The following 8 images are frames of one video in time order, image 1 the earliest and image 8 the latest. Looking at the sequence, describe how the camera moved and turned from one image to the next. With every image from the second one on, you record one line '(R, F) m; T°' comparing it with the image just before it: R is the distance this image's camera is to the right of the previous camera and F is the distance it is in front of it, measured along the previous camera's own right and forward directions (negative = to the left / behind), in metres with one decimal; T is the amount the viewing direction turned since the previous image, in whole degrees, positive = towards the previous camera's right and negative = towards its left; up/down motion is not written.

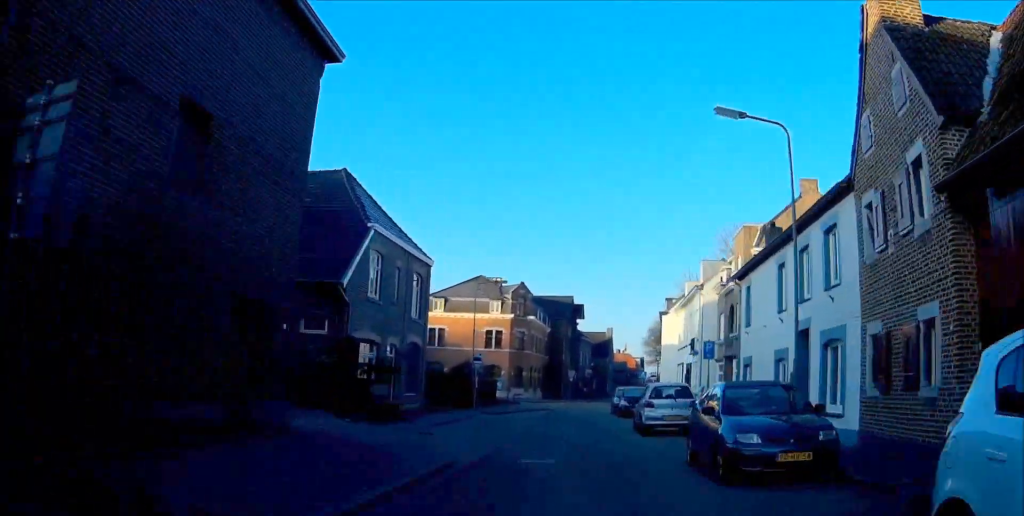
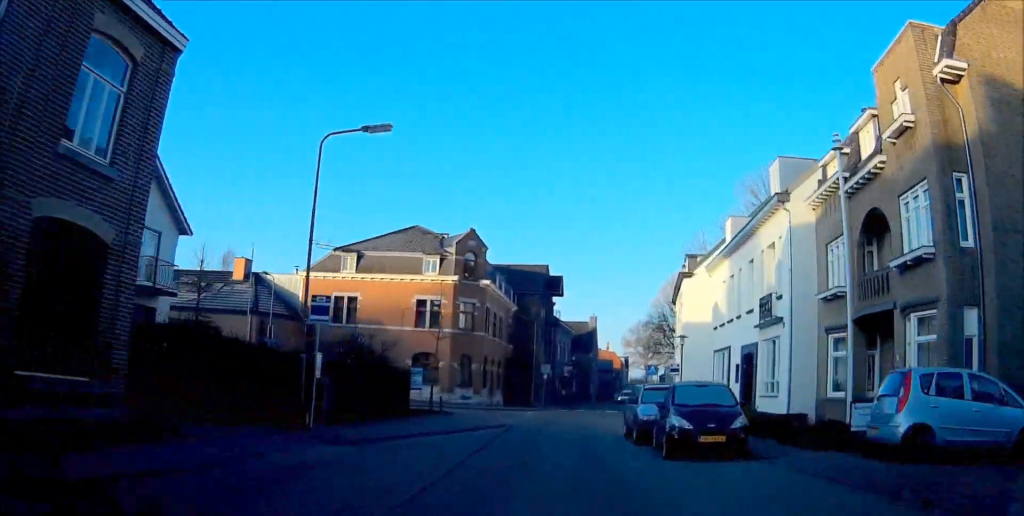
(+0.5, +20.5) m; +4°
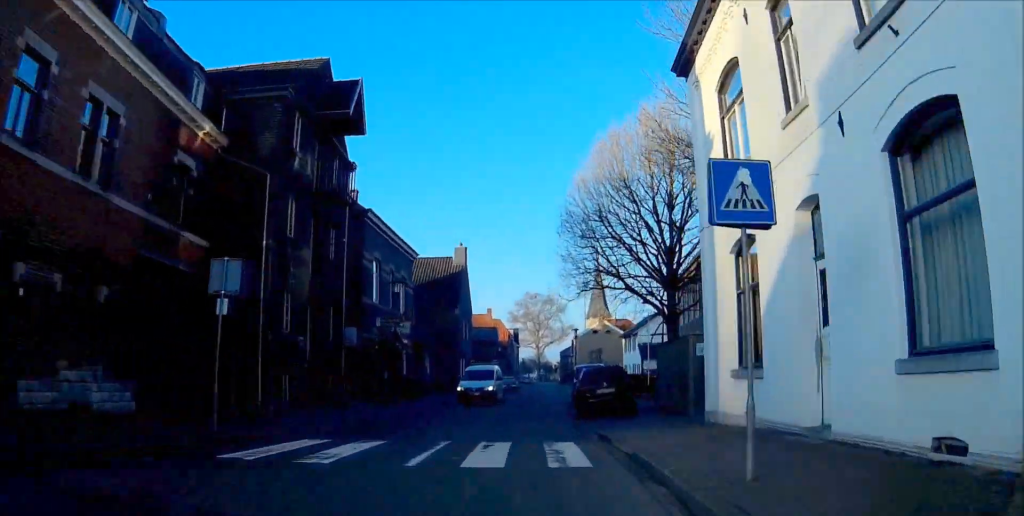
(+1.0, +35.8) m; +1°
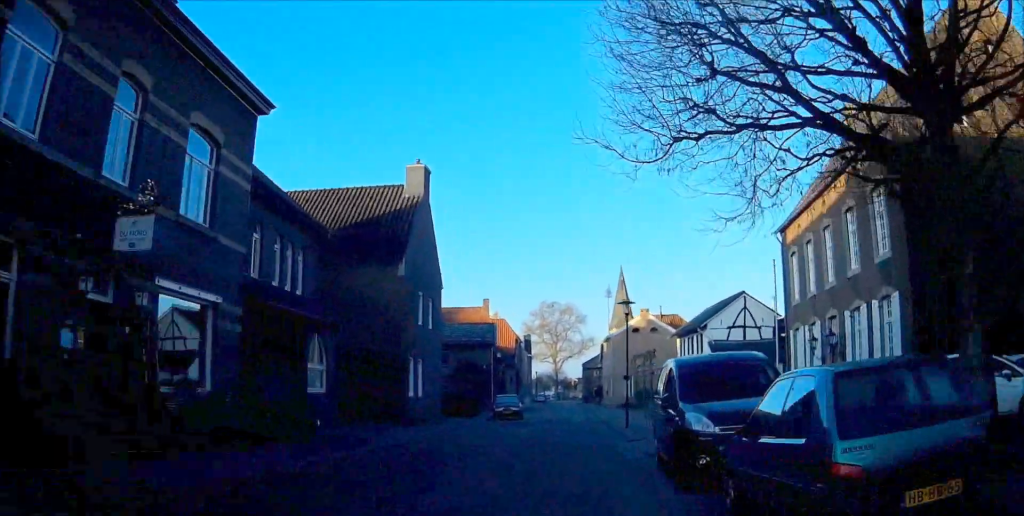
(-0.2, +25.6) m; 0°
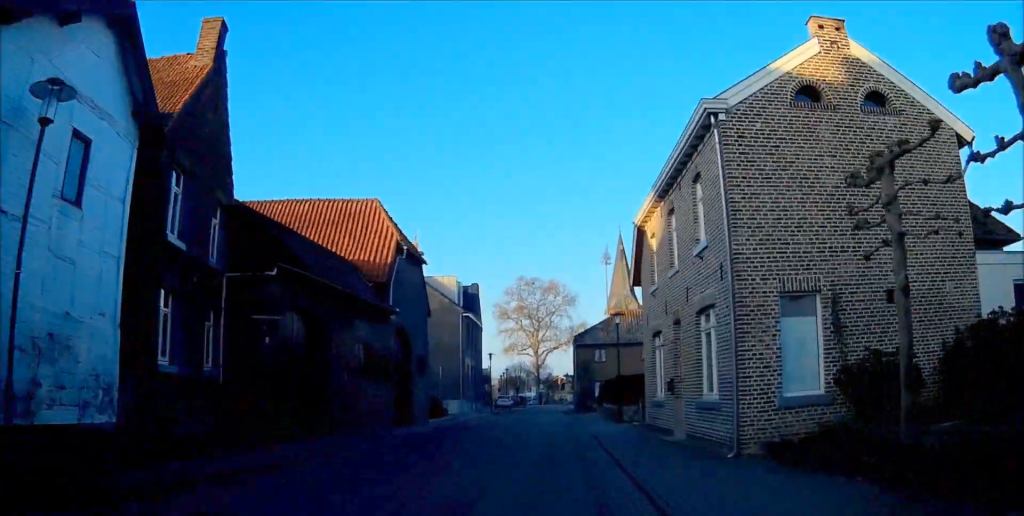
(+0.5, +46.4) m; 0°
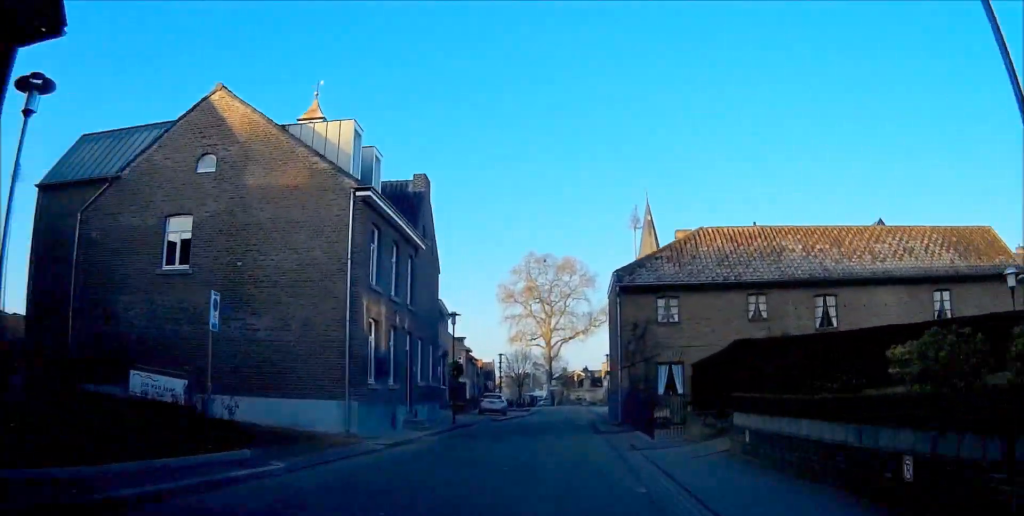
(-0.1, +25.2) m; +1°
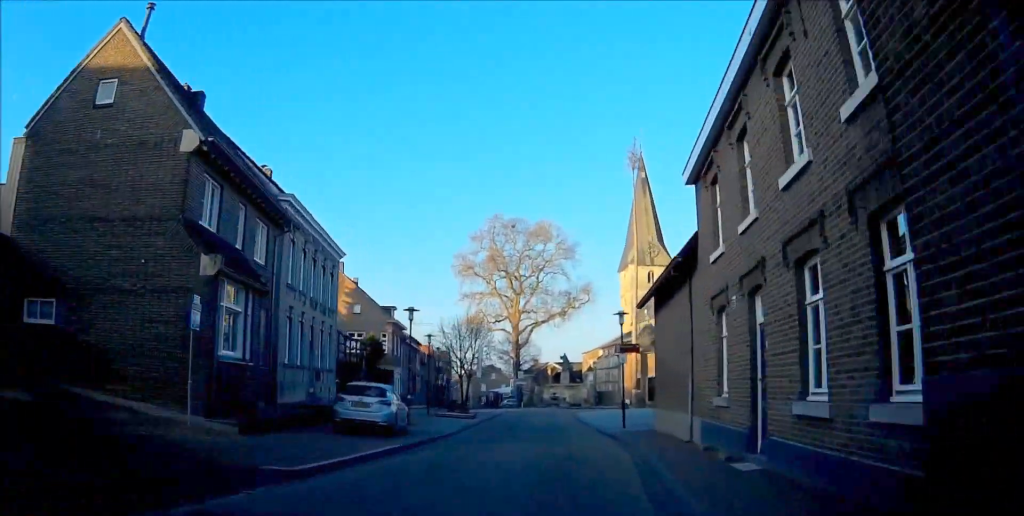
(+0.4, +25.3) m; +1°
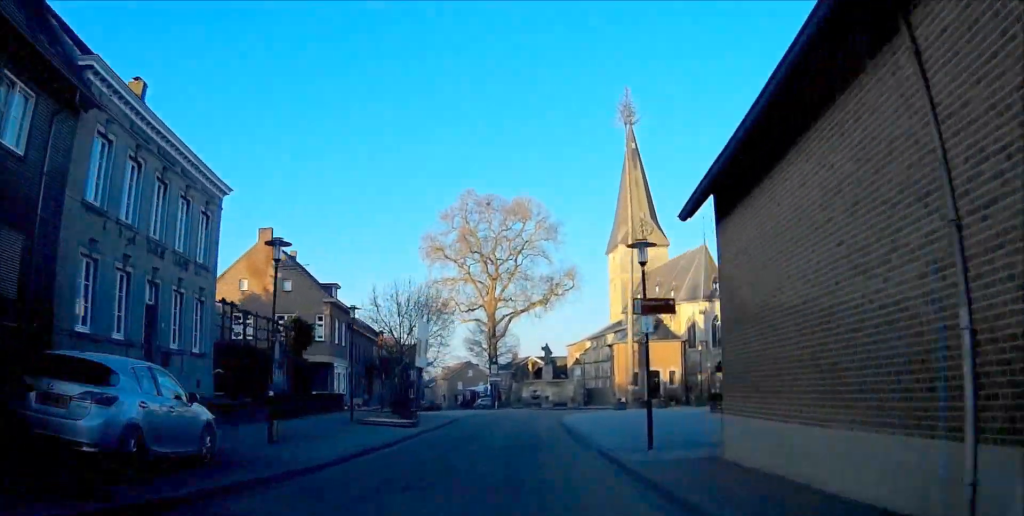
(+0.1, +11.1) m; 0°
